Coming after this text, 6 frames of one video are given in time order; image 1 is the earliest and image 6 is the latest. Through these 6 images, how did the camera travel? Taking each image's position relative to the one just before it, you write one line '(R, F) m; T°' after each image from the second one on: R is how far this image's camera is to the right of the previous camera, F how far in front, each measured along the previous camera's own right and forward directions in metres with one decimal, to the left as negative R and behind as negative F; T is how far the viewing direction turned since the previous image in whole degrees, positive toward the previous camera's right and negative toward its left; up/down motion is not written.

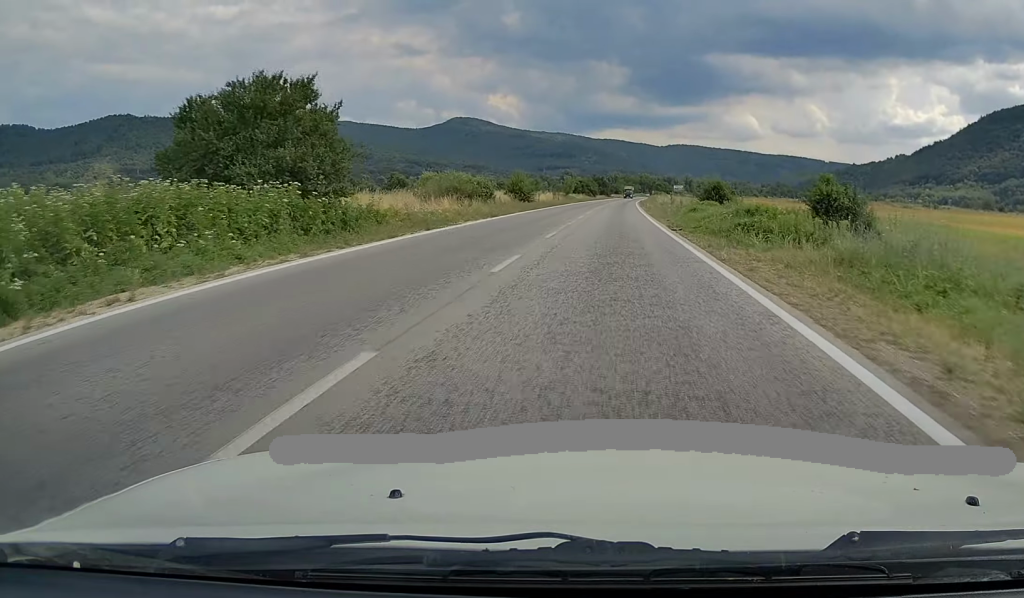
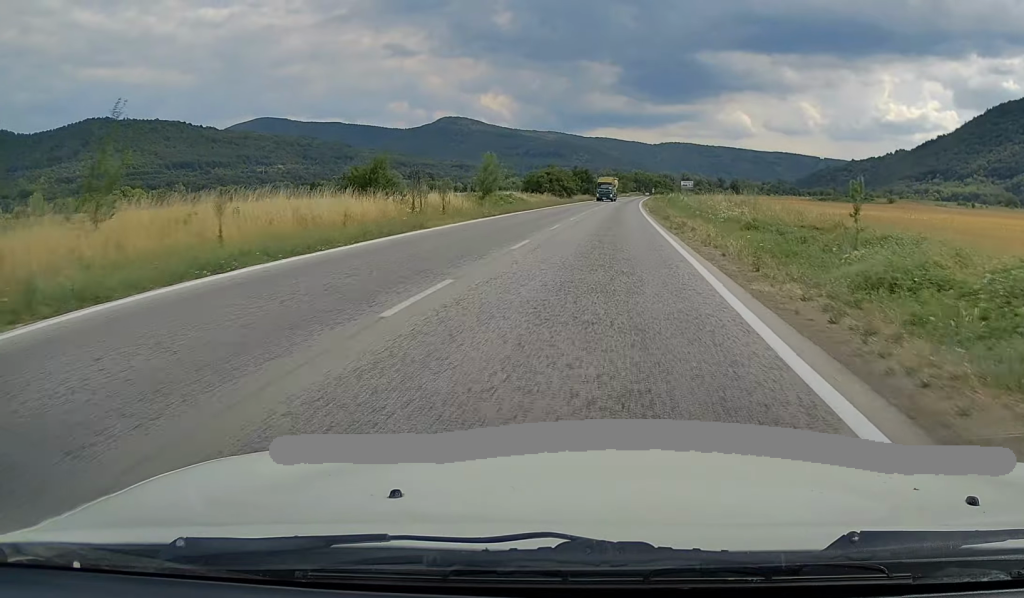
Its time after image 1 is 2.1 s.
(-0.2, +59.4) m; 0°
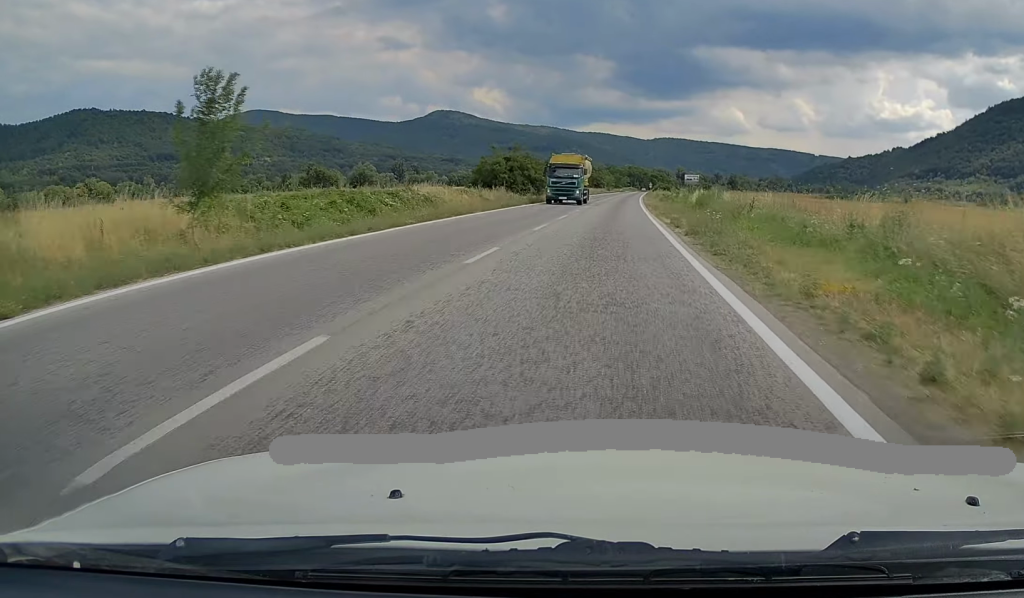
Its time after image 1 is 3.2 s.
(+0.4, +31.2) m; +1°
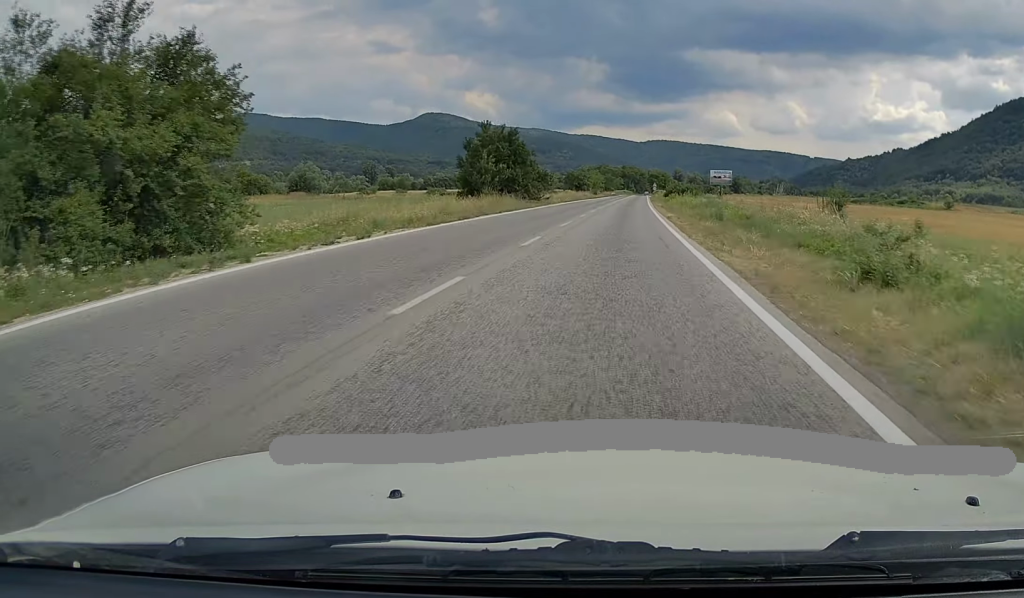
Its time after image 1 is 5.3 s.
(-0.3, +58.8) m; 0°
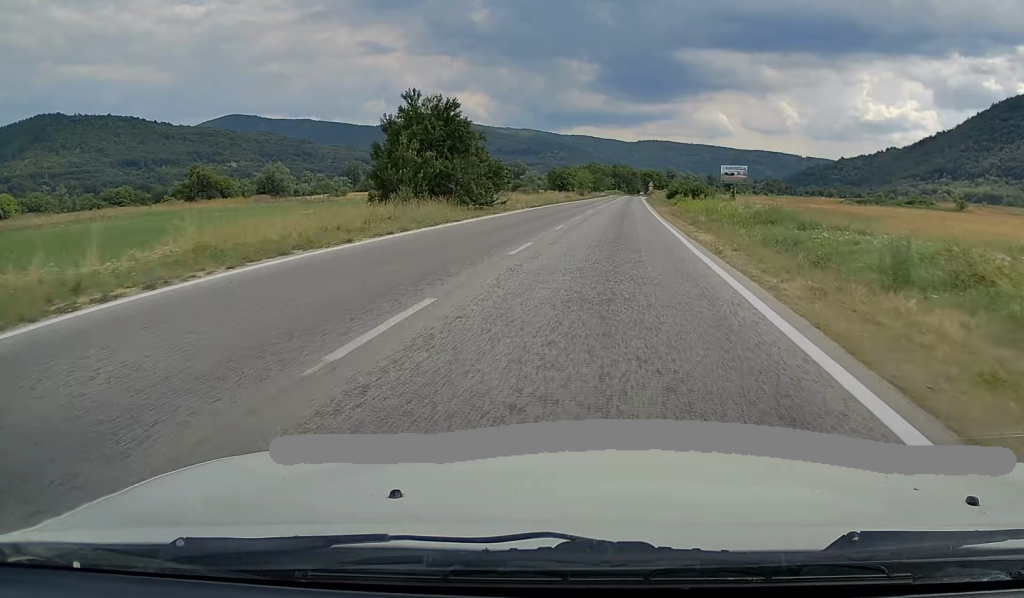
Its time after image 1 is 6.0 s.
(+0.3, +20.3) m; +1°
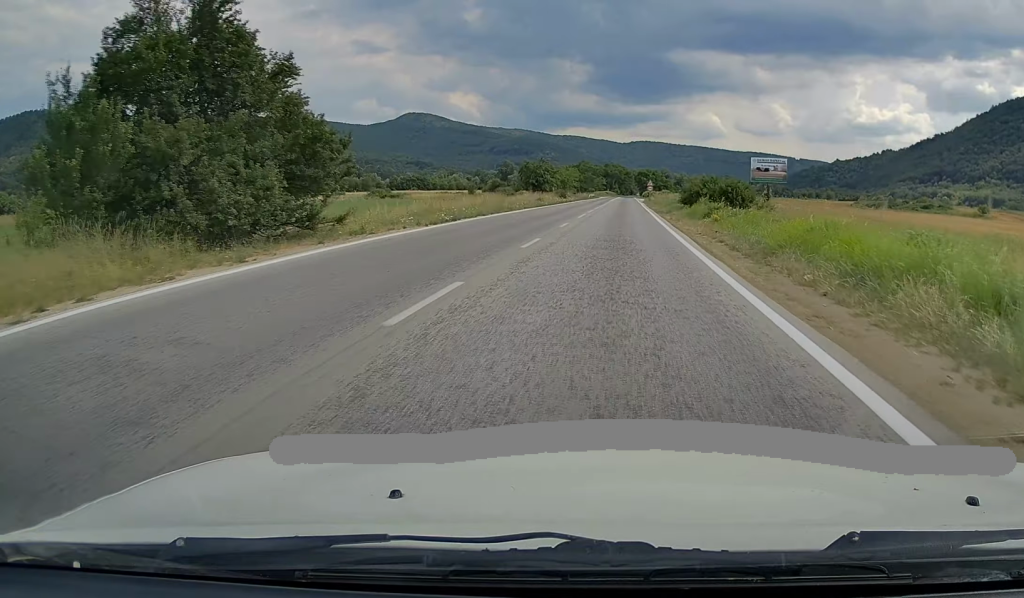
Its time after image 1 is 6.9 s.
(0.0, +25.3) m; 0°
